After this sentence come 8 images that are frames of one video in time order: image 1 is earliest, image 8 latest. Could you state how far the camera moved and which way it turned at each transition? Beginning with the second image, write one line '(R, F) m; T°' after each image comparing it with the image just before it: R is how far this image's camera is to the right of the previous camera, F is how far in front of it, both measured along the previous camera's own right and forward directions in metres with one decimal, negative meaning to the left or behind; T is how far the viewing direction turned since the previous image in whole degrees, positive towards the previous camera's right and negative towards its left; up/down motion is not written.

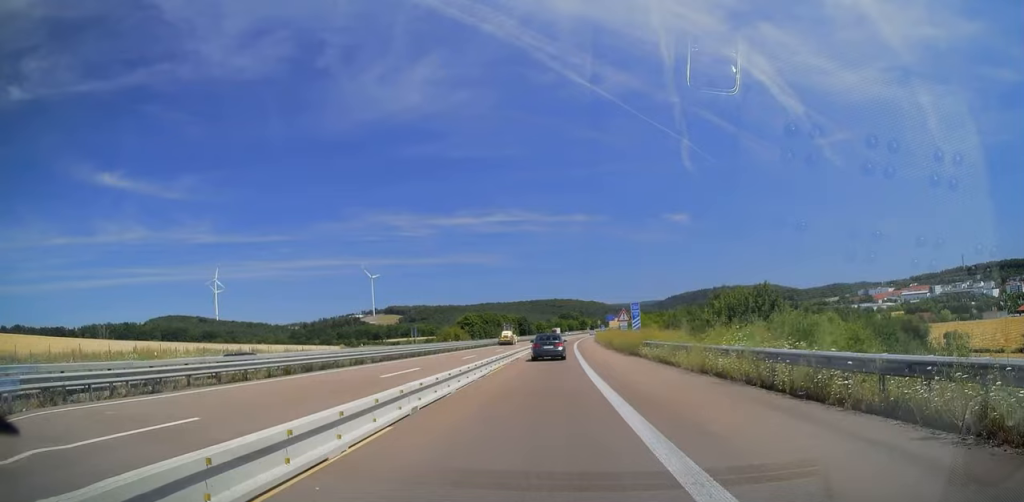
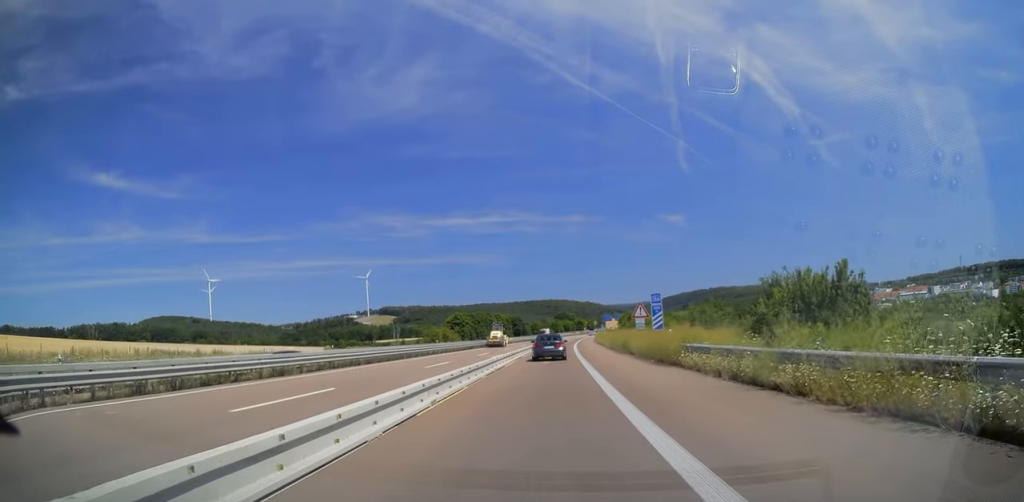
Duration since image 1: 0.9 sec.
(-0.1, +10.9) m; +2°
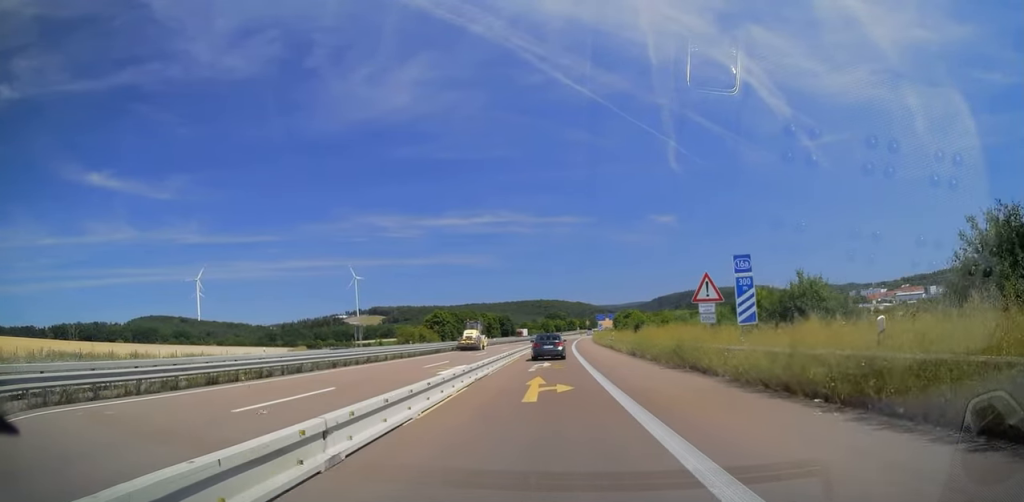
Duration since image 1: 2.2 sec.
(+0.2, +17.7) m; 0°
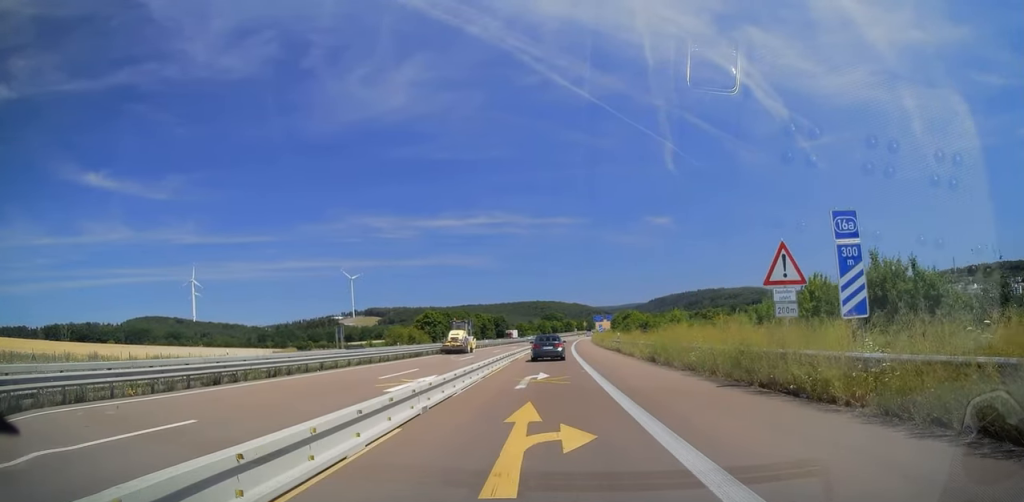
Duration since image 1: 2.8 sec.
(-0.3, +7.2) m; 0°
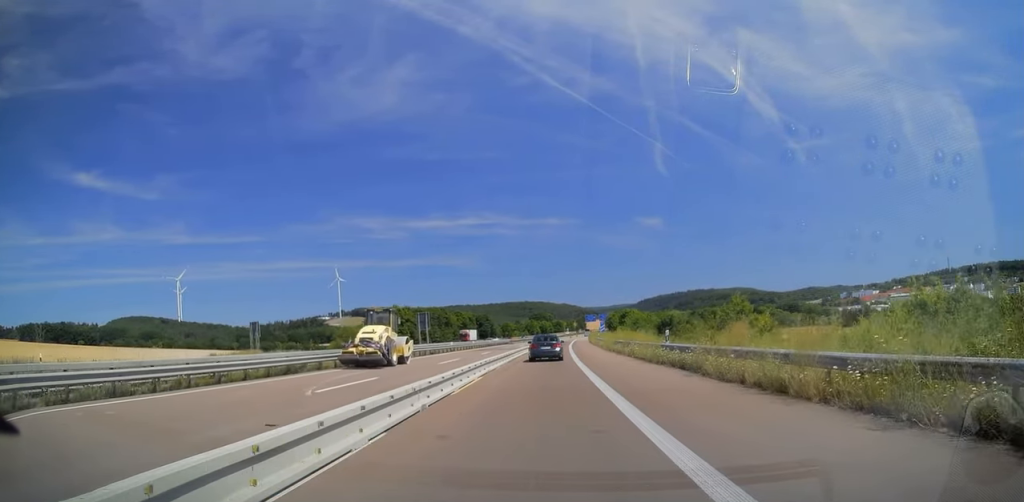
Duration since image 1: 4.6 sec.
(+0.2, +23.1) m; 0°
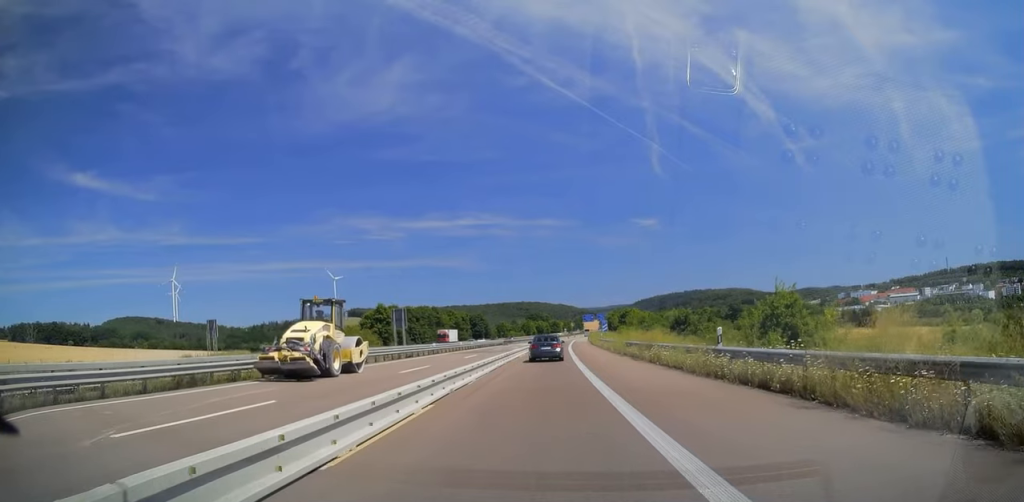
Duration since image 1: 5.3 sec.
(+0.1, +8.2) m; +1°
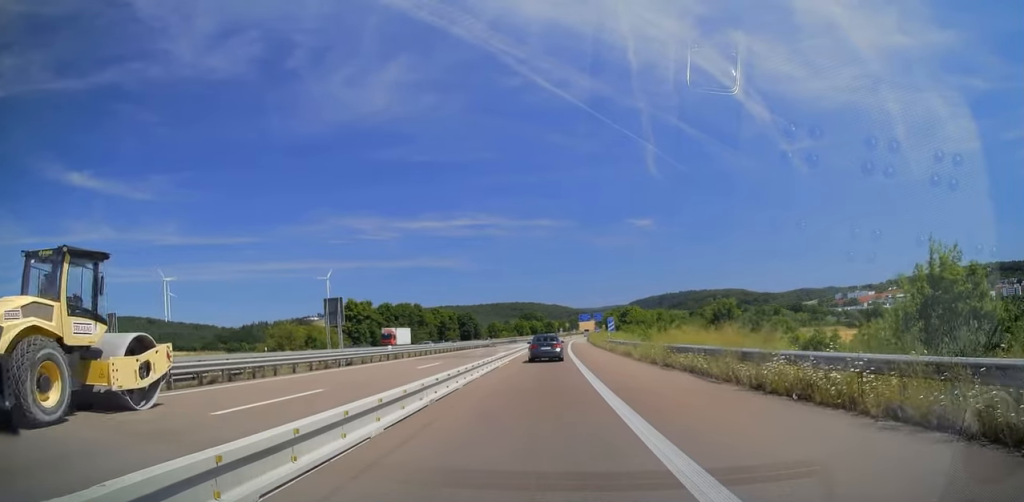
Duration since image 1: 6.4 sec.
(+0.3, +14.3) m; +1°
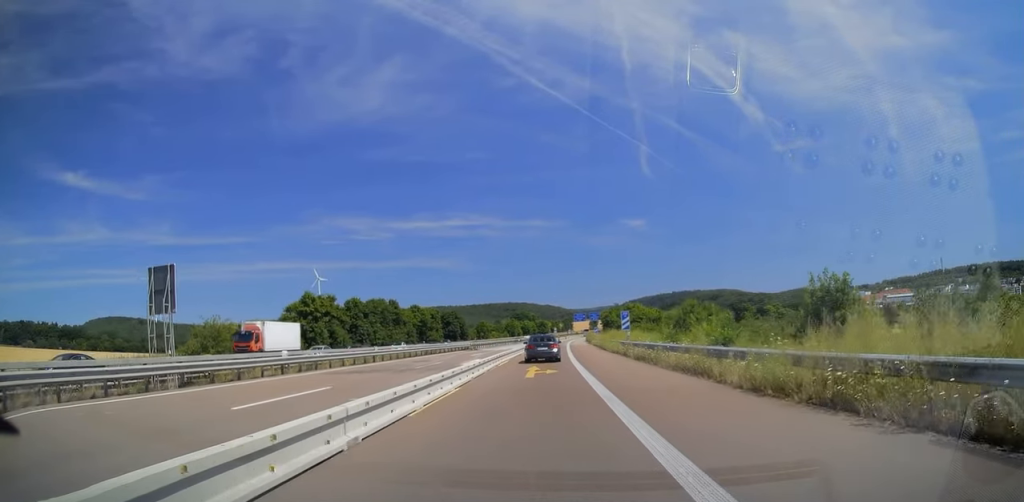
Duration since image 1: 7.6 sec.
(0.0, +16.6) m; 0°
